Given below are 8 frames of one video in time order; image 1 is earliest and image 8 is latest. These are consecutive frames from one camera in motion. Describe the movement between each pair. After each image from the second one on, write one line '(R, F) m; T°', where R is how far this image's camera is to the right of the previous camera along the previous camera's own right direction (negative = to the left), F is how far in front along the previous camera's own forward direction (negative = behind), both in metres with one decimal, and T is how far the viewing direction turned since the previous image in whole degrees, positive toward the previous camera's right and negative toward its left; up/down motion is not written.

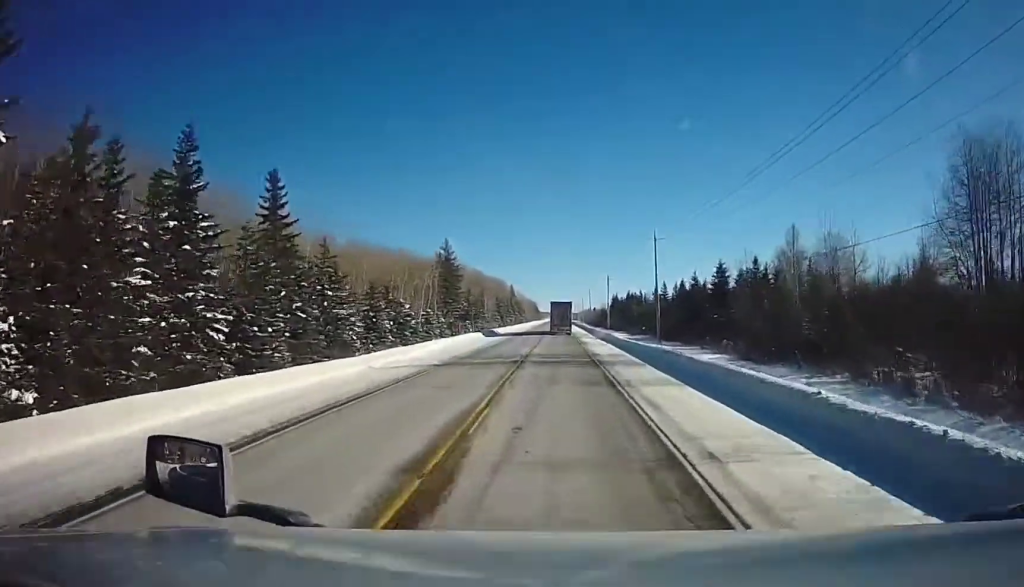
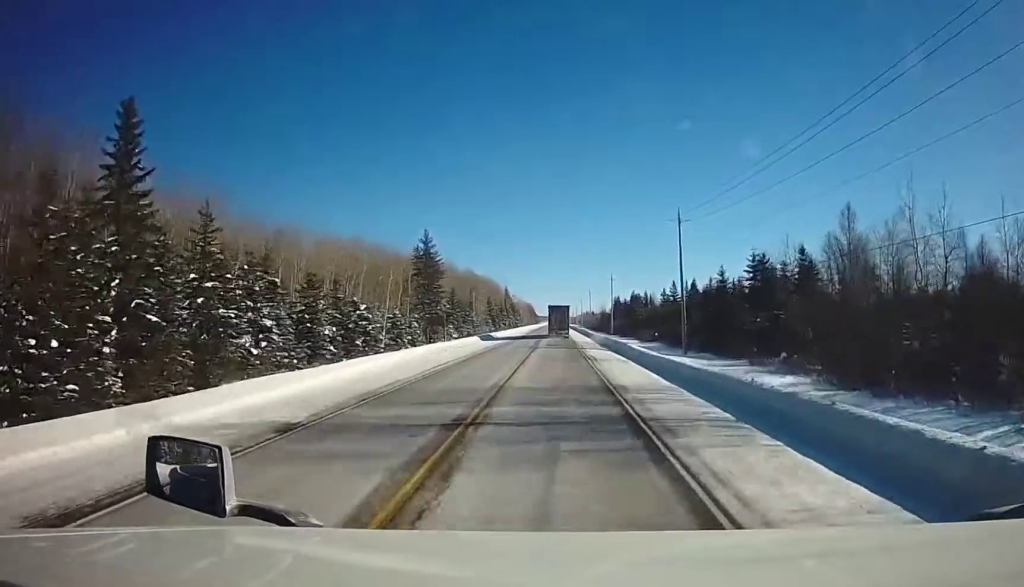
(-0.2, +17.2) m; +1°
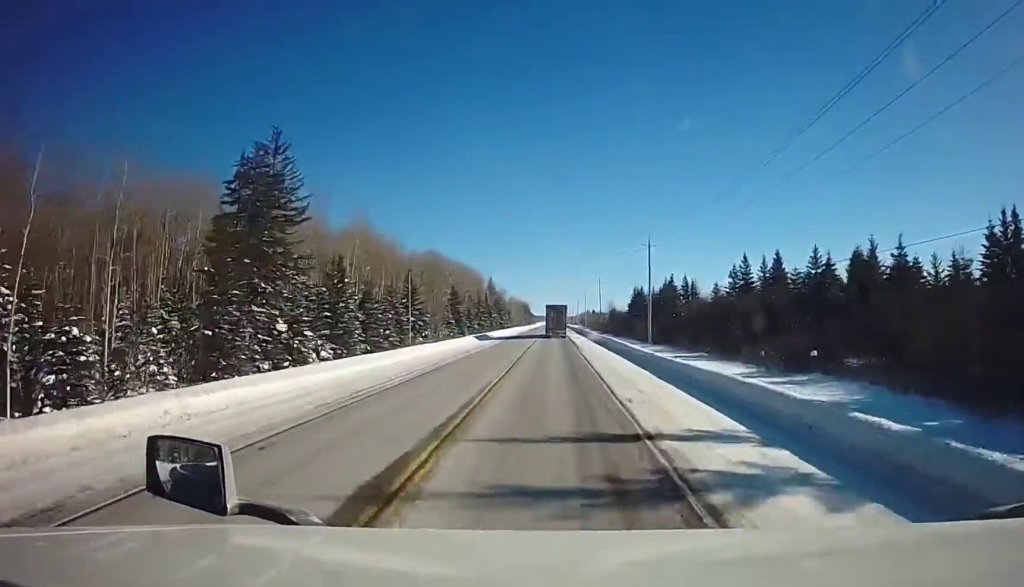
(+0.4, +60.1) m; 0°
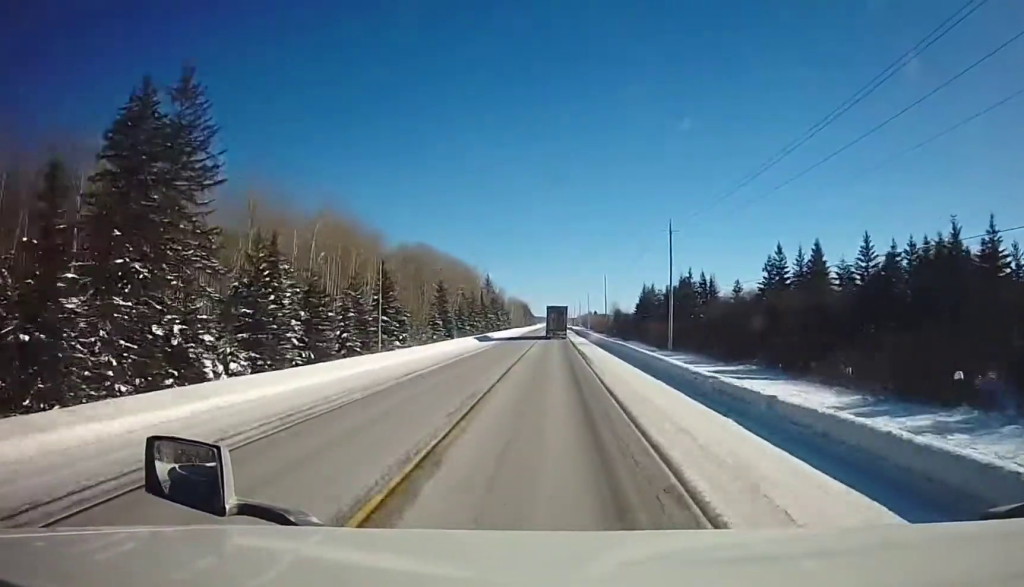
(0.0, +14.3) m; 0°
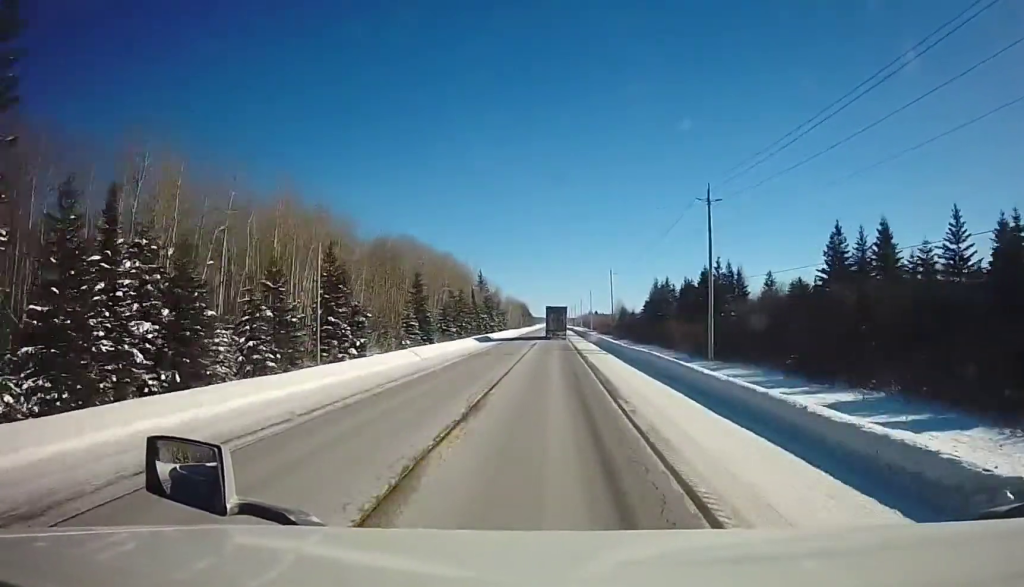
(+0.1, +17.8) m; 0°
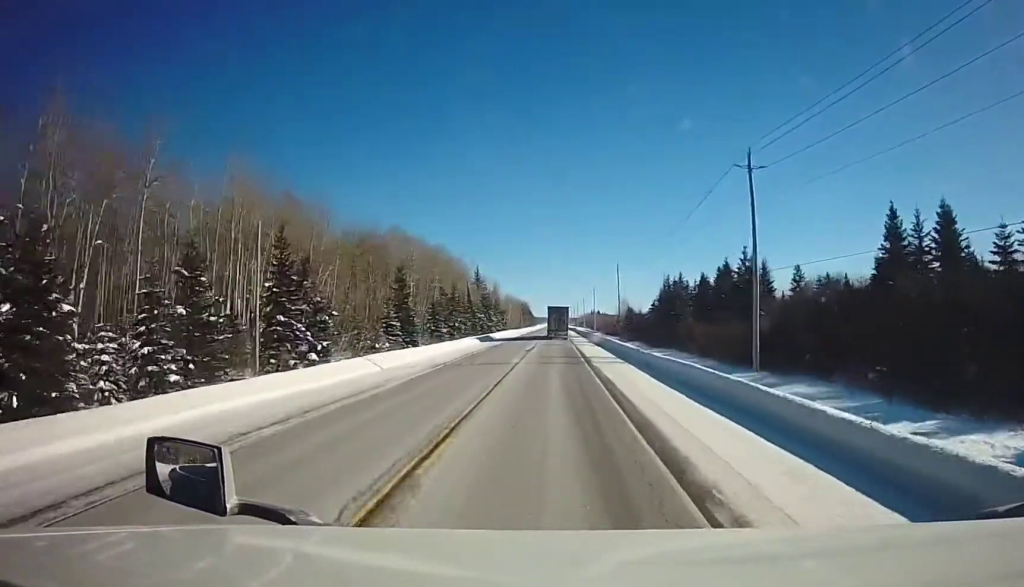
(0.0, +11.1) m; 0°
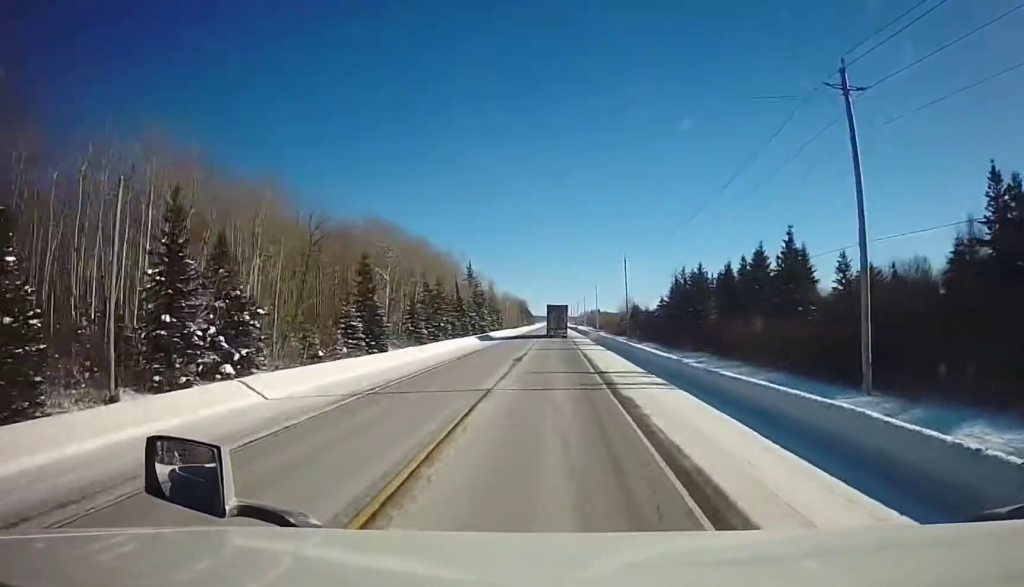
(0.0, +14.5) m; 0°
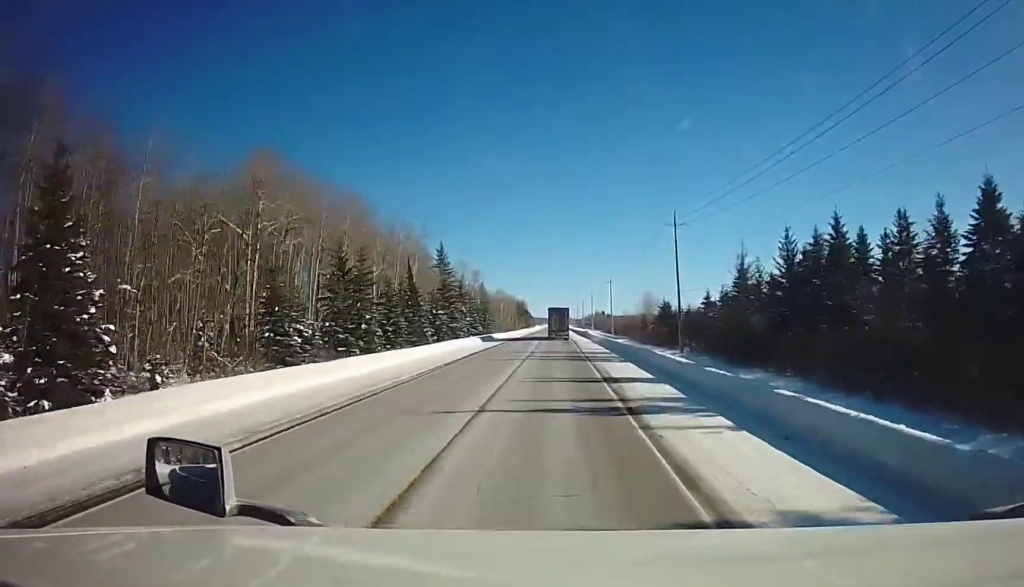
(-0.4, +43.8) m; -1°
